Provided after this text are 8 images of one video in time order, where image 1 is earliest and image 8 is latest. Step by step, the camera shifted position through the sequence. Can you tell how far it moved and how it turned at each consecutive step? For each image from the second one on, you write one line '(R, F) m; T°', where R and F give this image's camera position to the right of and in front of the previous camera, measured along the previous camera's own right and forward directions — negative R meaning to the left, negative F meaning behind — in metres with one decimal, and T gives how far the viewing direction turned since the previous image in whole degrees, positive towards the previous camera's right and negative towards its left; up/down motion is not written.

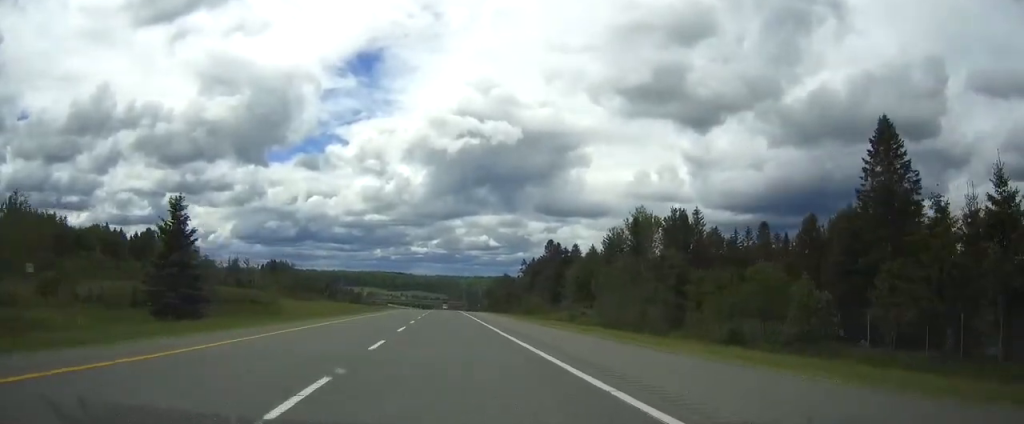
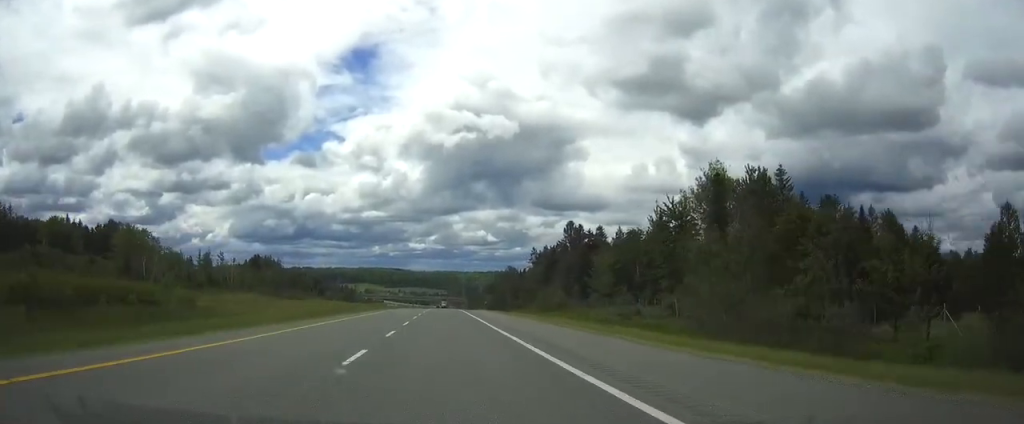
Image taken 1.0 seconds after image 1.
(0.0, +30.8) m; 0°
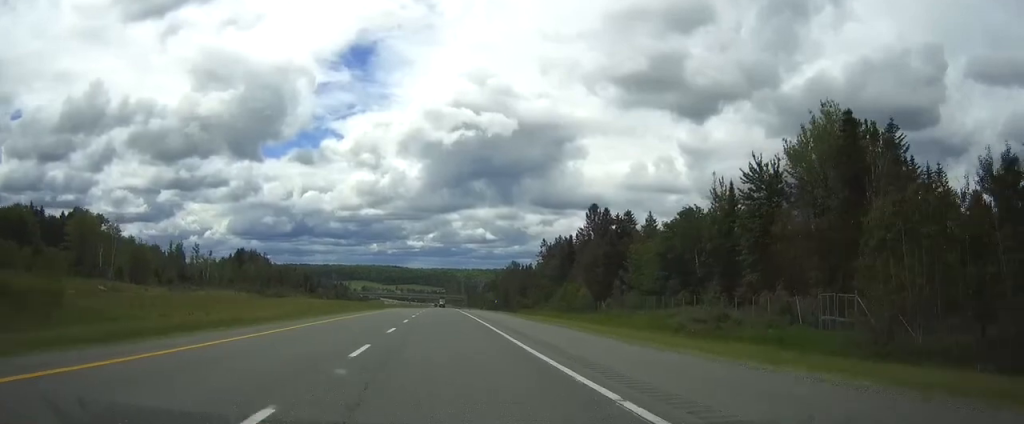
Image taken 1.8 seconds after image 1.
(+0.1, +24.7) m; 0°
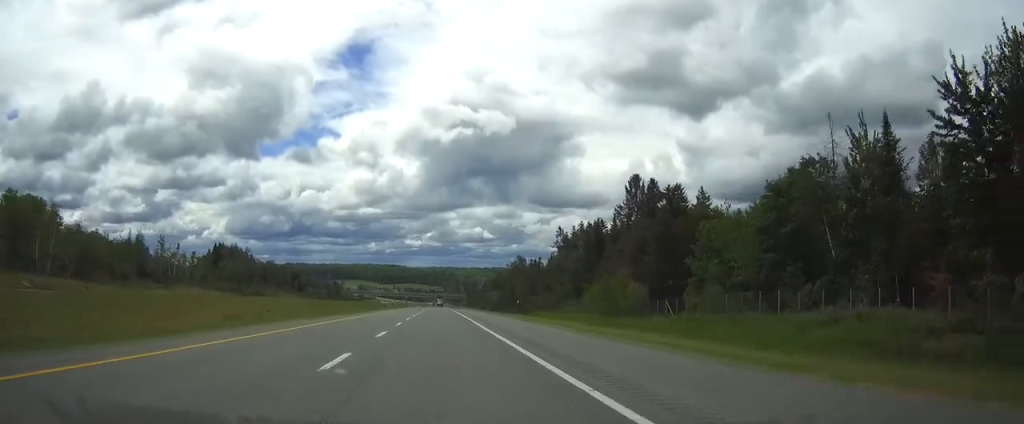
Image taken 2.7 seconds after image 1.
(0.0, +28.8) m; 0°
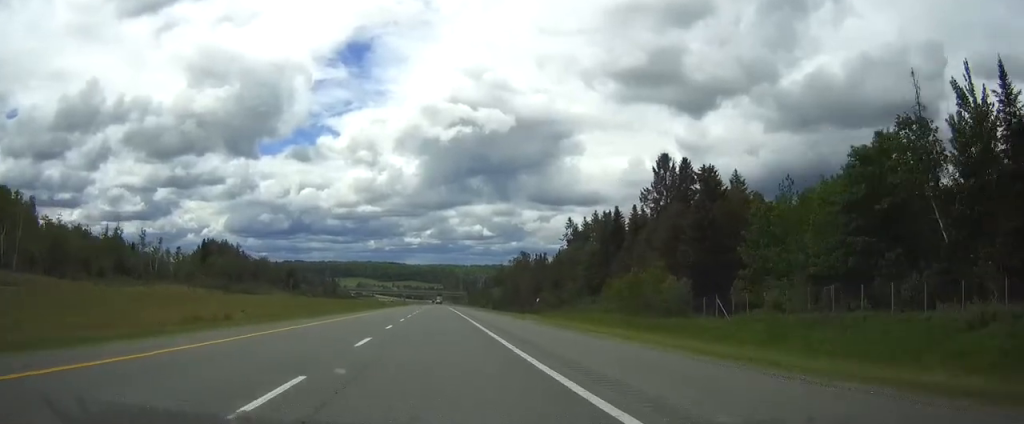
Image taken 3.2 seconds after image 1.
(0.0, +13.4) m; 0°
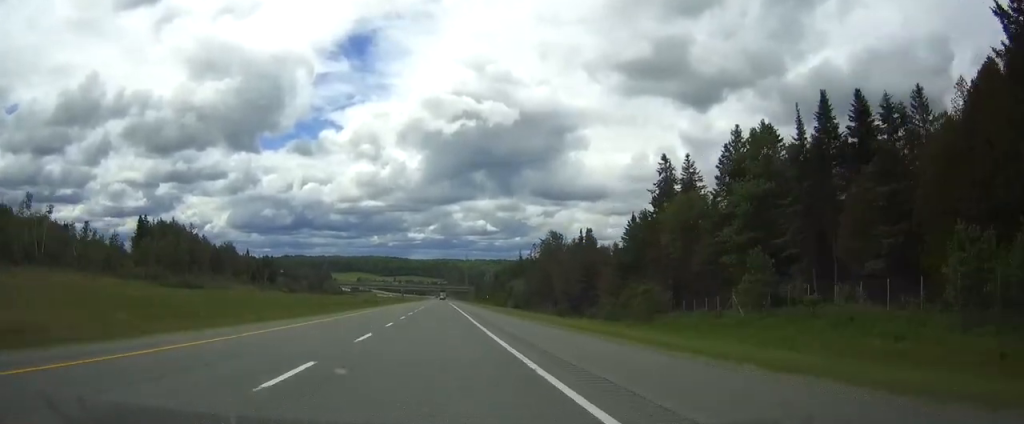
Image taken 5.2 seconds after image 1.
(-0.1, +61.8) m; 0°
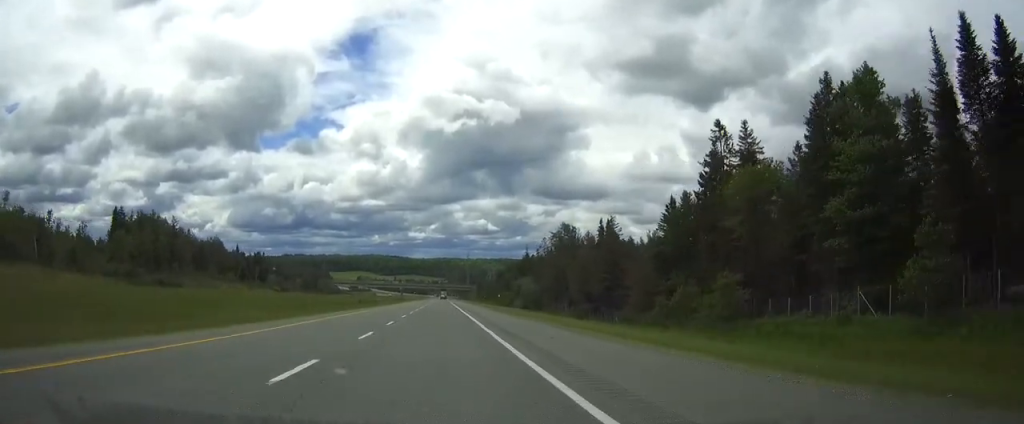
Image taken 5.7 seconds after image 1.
(-0.1, +17.6) m; 0°
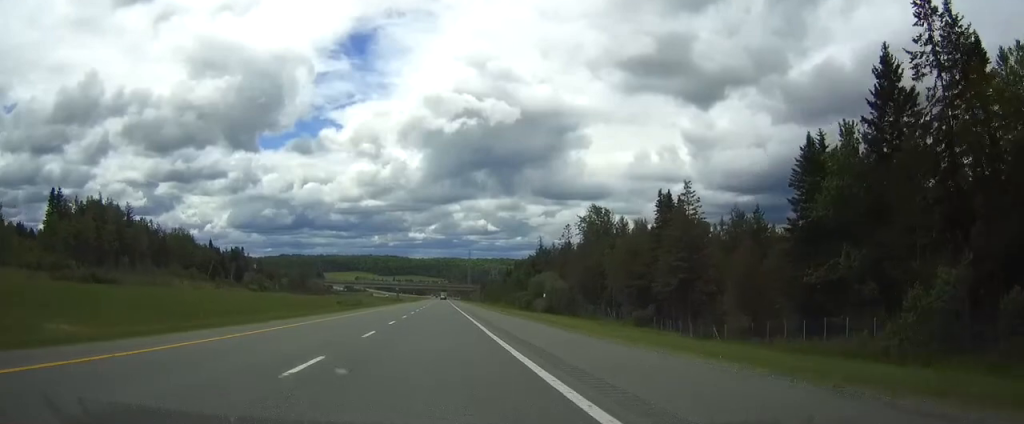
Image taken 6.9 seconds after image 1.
(+0.1, +35.4) m; 0°
